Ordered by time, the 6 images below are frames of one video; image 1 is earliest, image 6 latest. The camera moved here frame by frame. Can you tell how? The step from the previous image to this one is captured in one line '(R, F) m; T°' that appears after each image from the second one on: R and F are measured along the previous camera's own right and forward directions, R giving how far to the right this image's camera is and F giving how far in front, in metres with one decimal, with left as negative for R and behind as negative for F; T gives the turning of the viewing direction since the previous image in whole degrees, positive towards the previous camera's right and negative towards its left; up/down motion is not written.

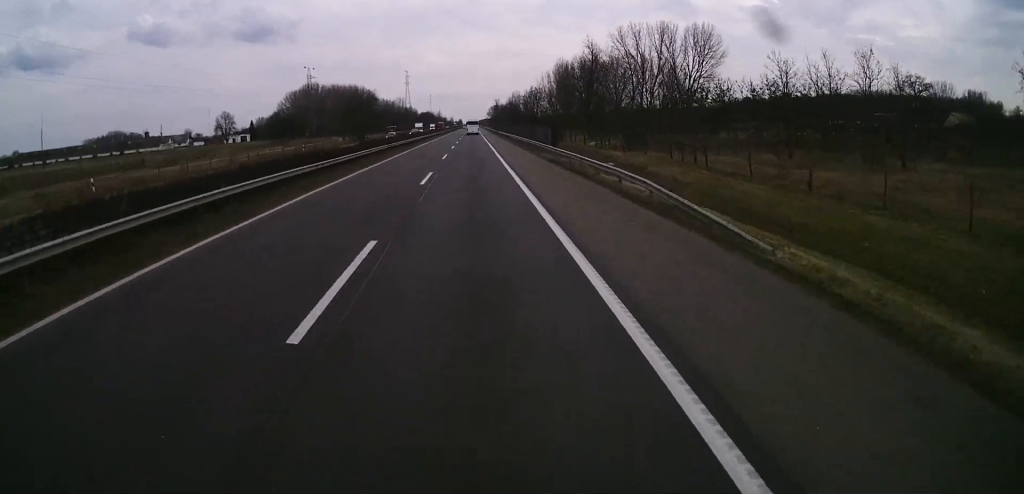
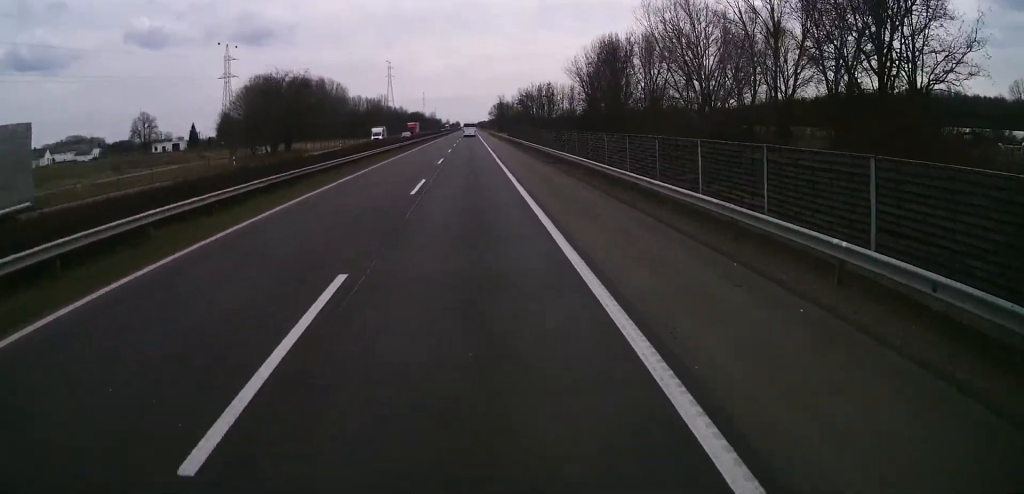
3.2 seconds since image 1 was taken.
(+0.3, +74.6) m; 0°
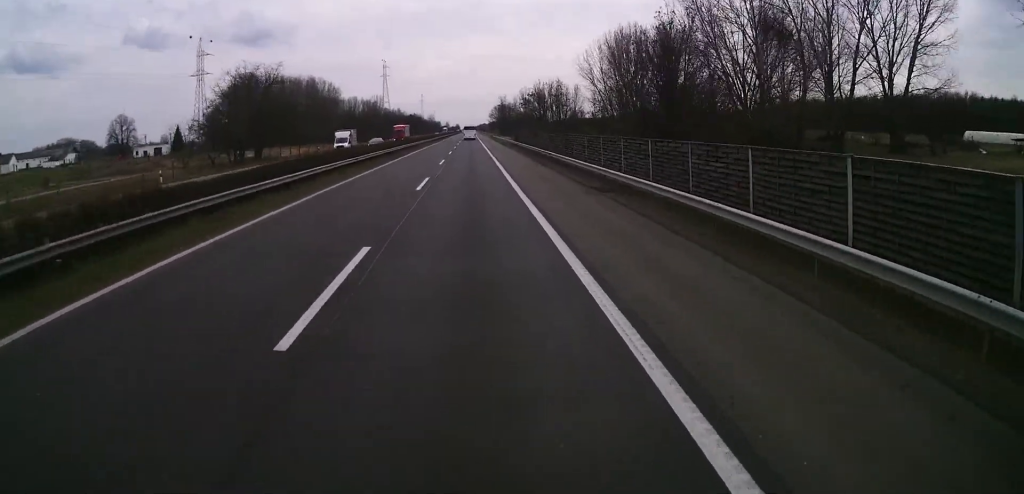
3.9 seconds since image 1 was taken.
(+0.1, +15.4) m; 0°
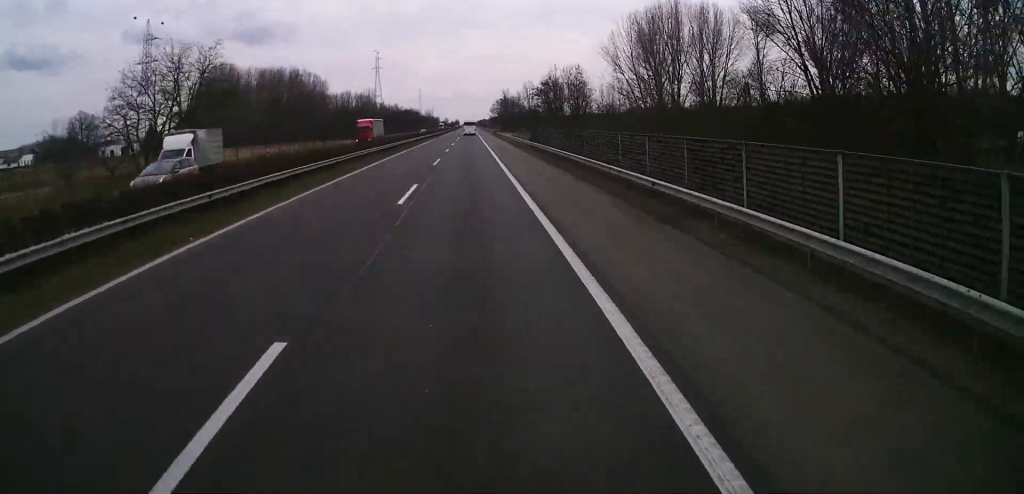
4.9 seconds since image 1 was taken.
(+0.1, +23.8) m; 0°
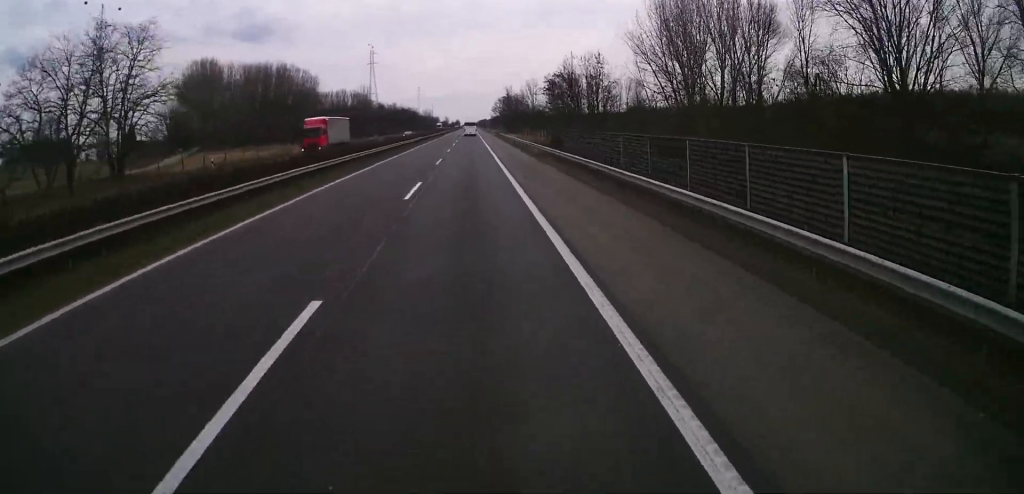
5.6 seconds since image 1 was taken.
(0.0, +16.2) m; -1°
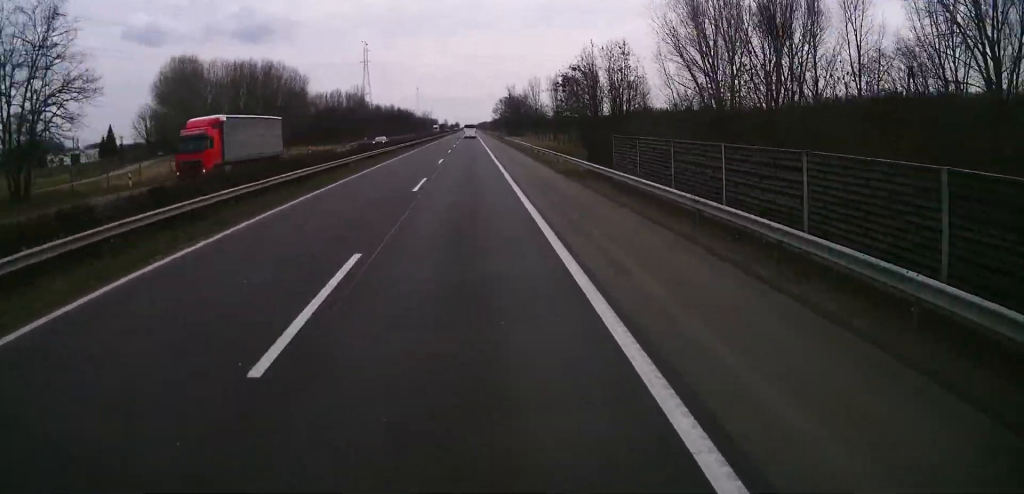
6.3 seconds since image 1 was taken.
(-0.1, +14.6) m; 0°
